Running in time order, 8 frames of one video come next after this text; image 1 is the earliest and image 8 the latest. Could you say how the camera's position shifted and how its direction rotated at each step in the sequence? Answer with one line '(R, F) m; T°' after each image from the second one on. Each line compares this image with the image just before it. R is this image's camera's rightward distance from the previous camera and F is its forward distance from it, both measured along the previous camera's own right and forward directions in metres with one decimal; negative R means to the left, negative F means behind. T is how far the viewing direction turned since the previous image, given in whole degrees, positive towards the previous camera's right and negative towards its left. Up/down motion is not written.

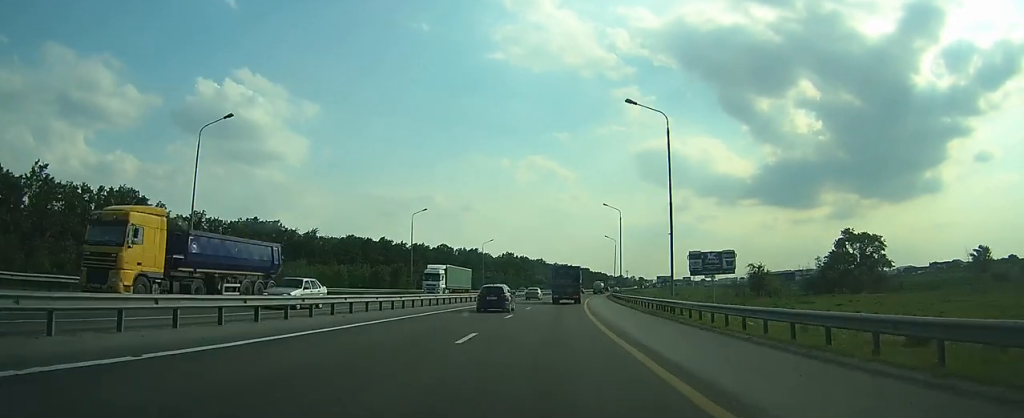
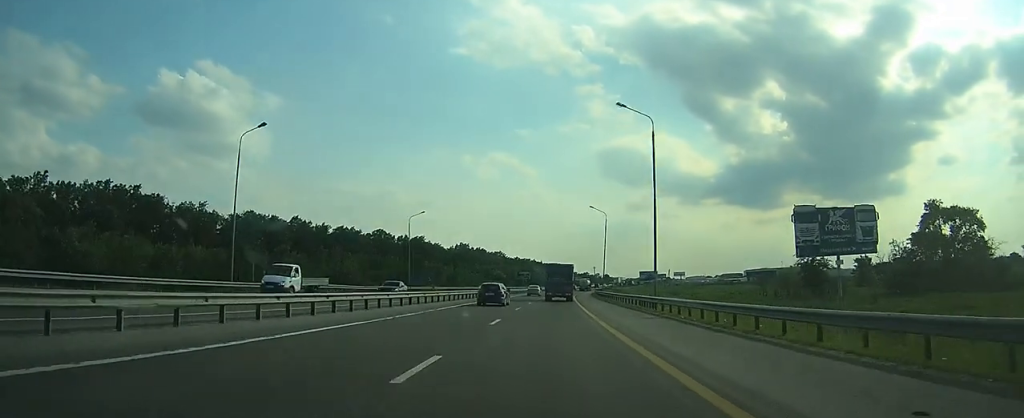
(-0.6, +40.5) m; -2°
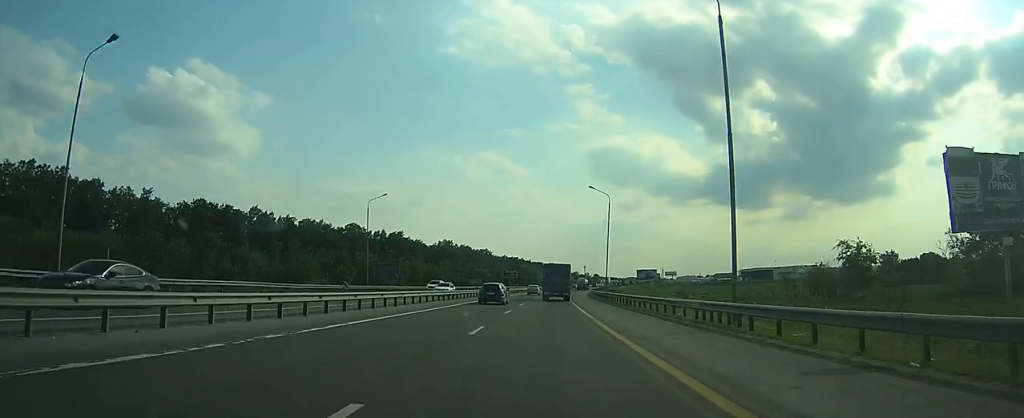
(-0.2, +15.9) m; 0°
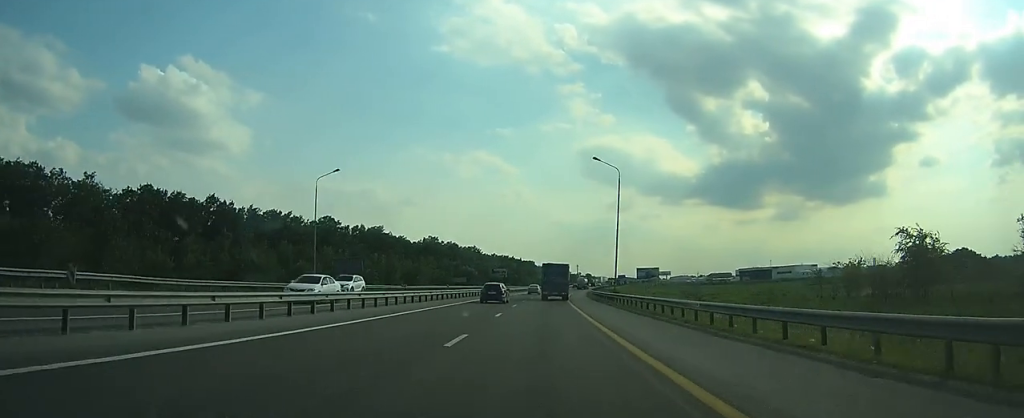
(+0.1, +14.6) m; +1°
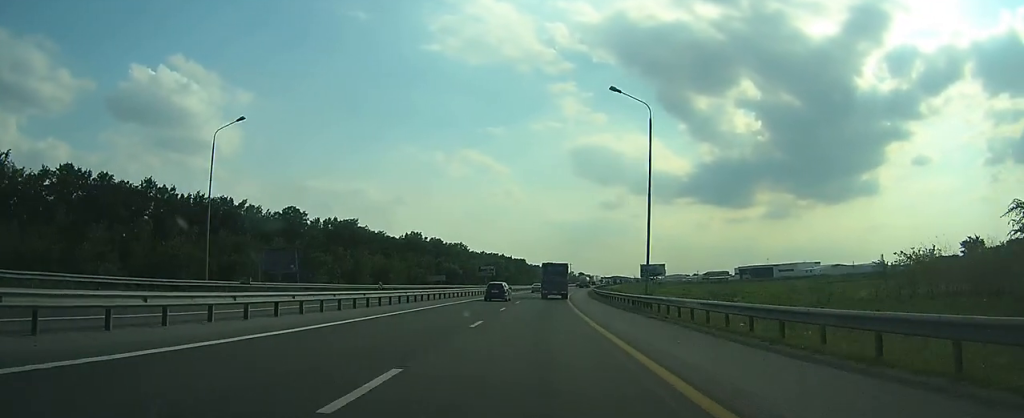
(+0.3, +18.4) m; +2°
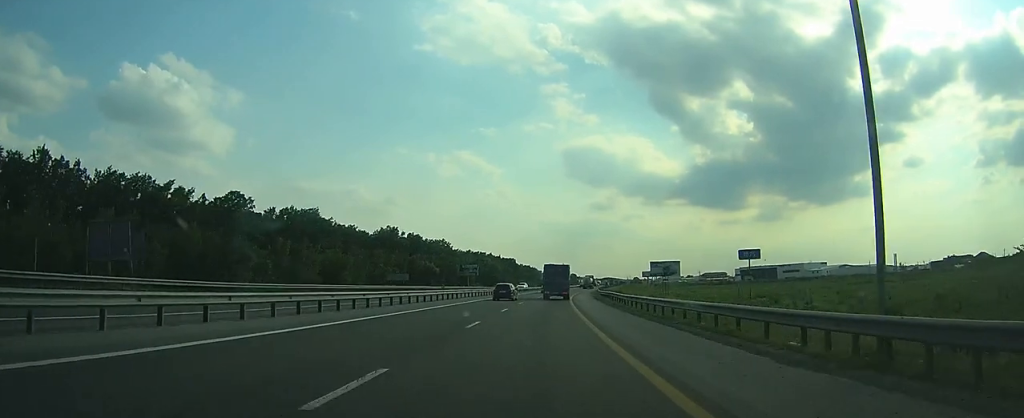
(+0.5, +24.0) m; +2°
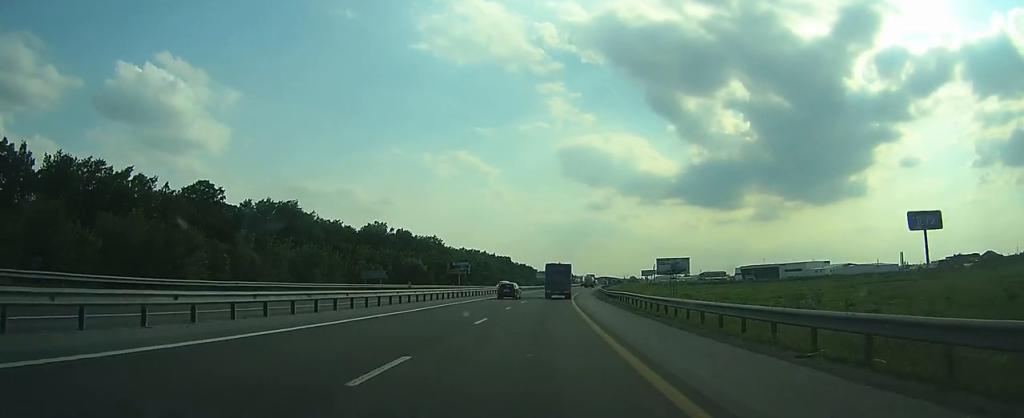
(0.0, +10.6) m; +1°
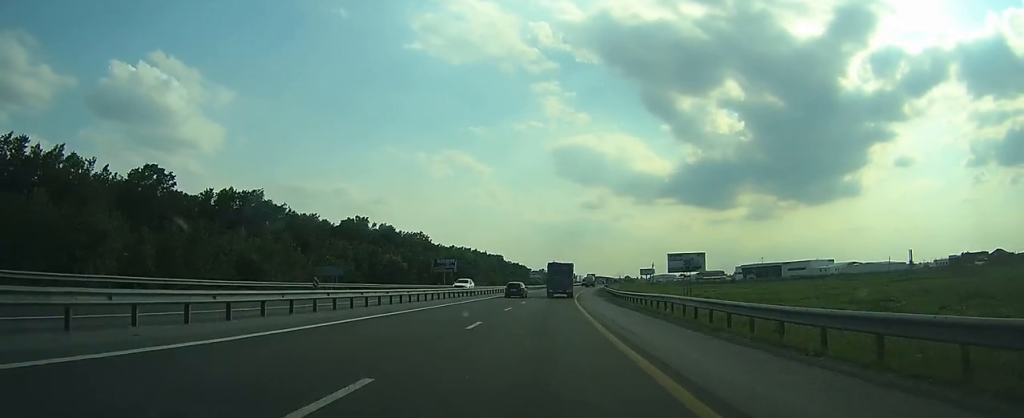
(+0.1, +14.5) m; +1°
